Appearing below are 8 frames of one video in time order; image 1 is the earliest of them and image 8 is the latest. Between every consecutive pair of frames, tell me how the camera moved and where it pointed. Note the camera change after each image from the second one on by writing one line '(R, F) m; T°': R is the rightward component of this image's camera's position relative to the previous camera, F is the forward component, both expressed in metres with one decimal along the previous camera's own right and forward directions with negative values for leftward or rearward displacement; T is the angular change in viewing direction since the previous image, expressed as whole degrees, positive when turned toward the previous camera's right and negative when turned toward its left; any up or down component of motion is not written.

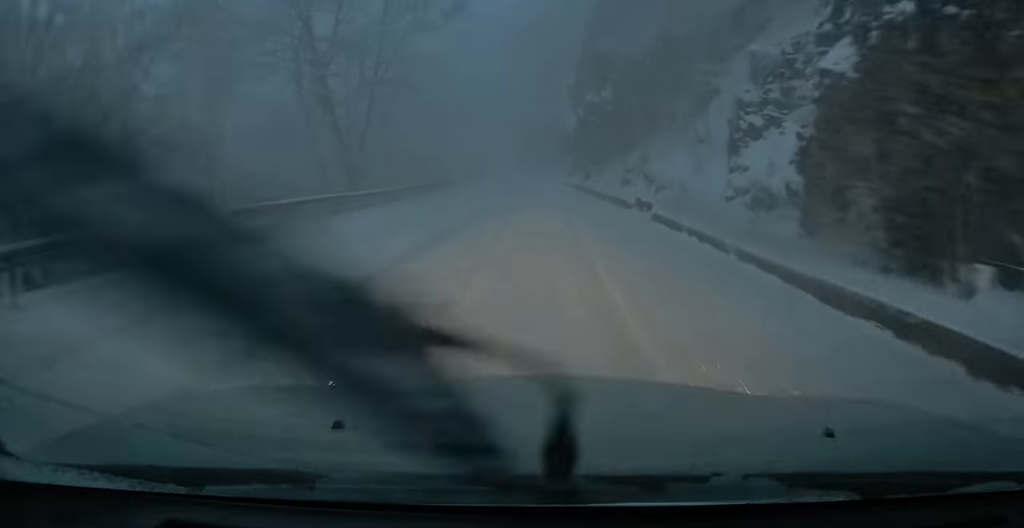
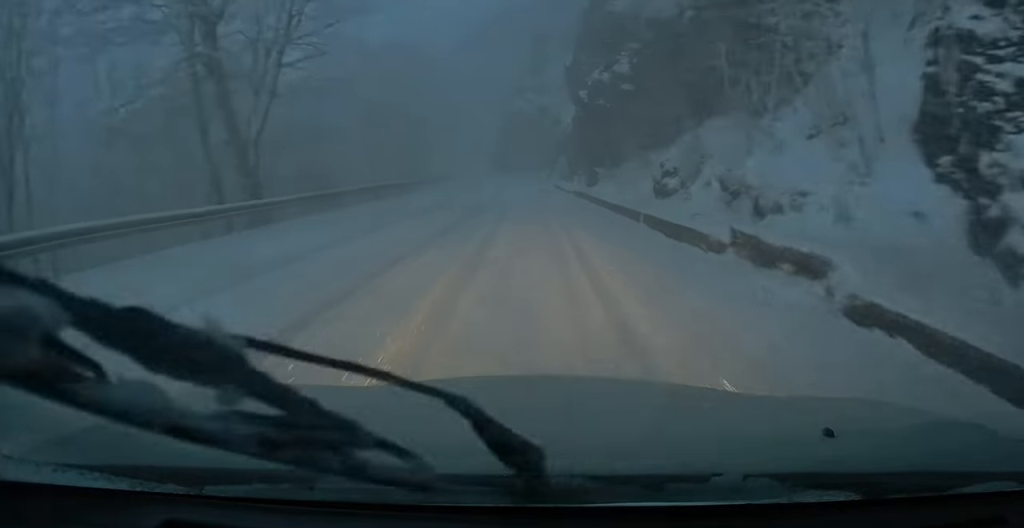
(+0.2, +10.6) m; 0°
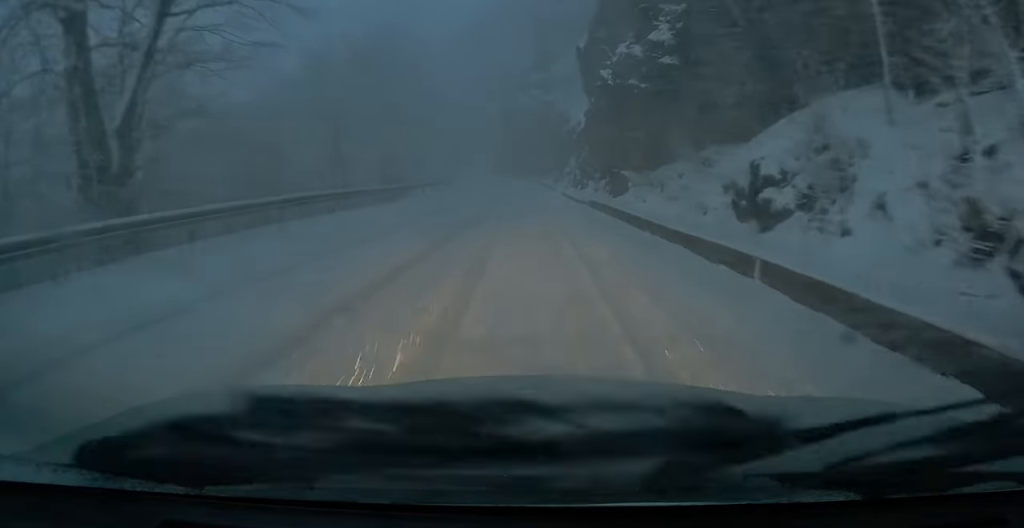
(-0.1, +7.7) m; +1°
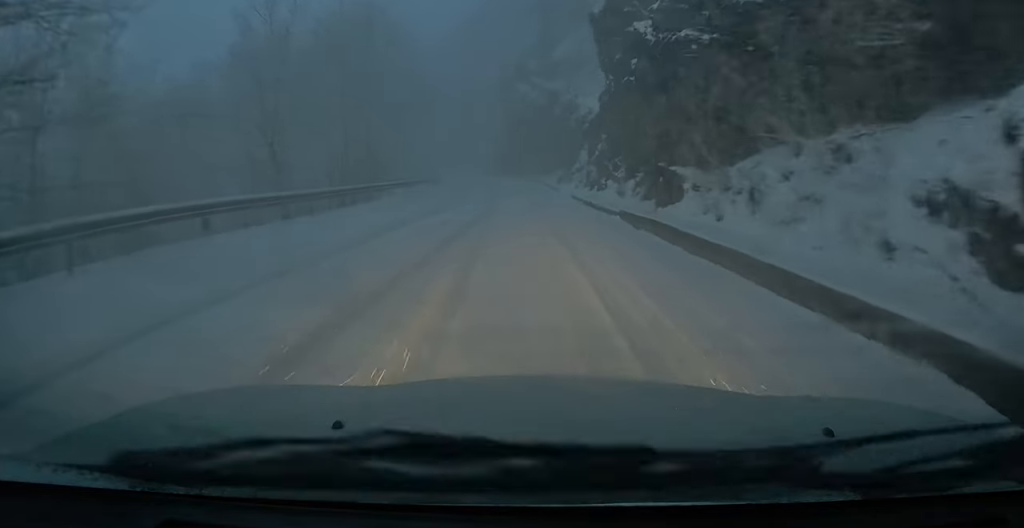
(+0.2, +7.4) m; -1°
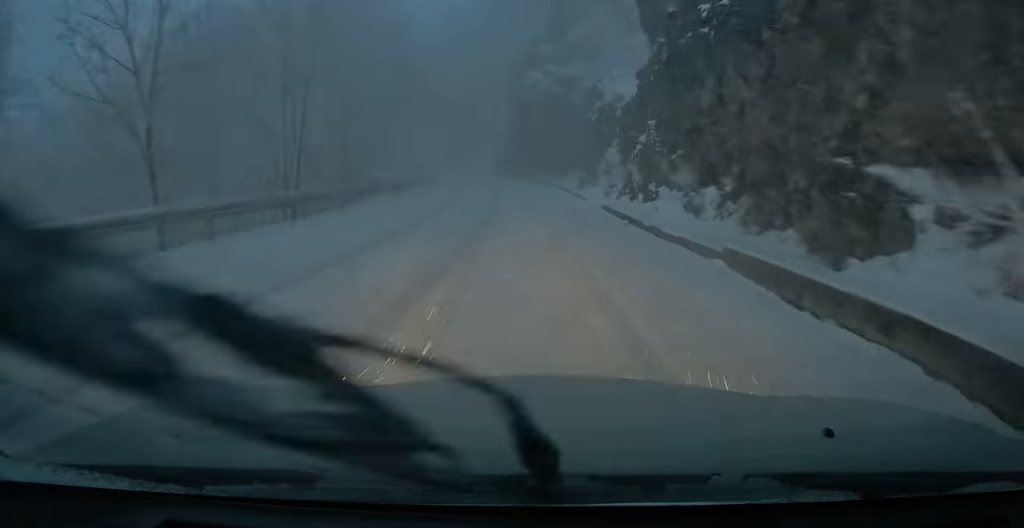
(-0.4, +8.1) m; -4°
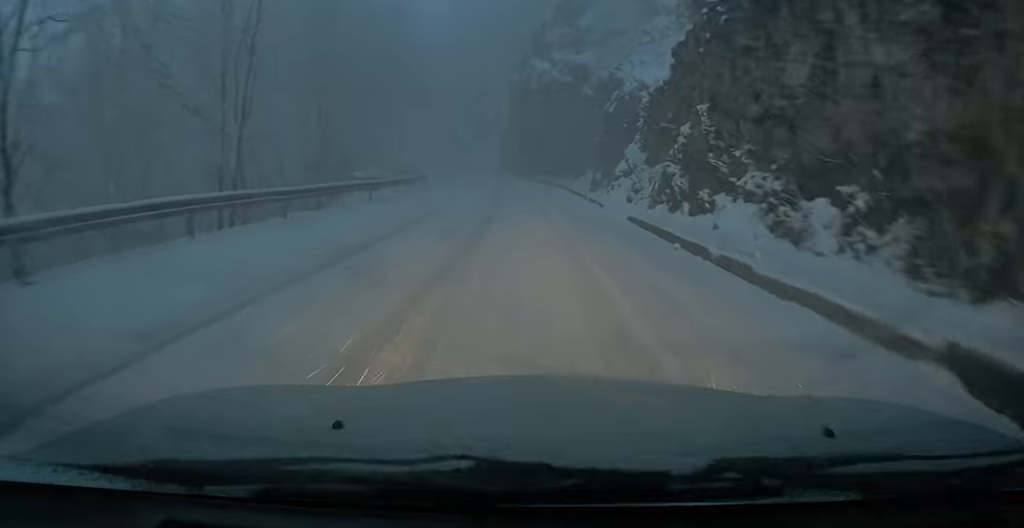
(0.0, +4.9) m; 0°
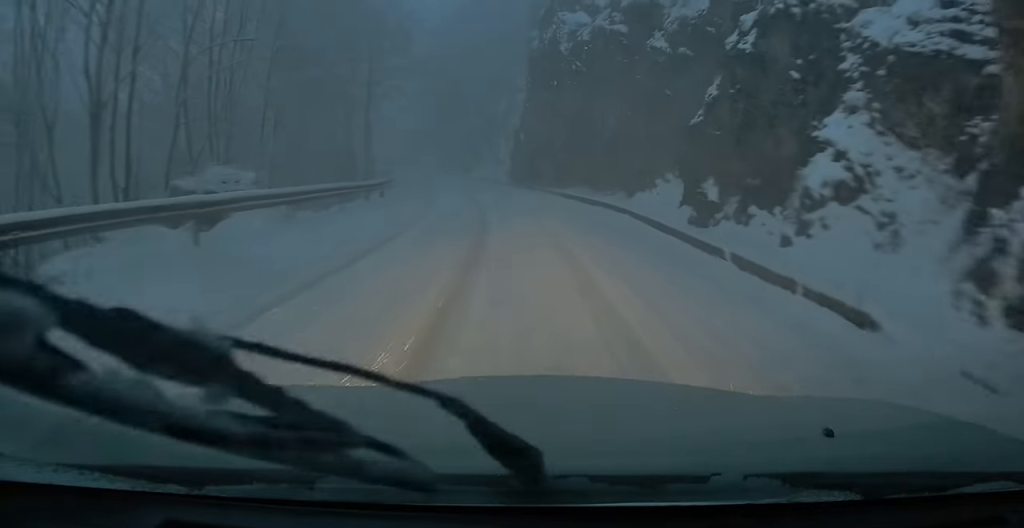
(-0.4, +16.1) m; -2°
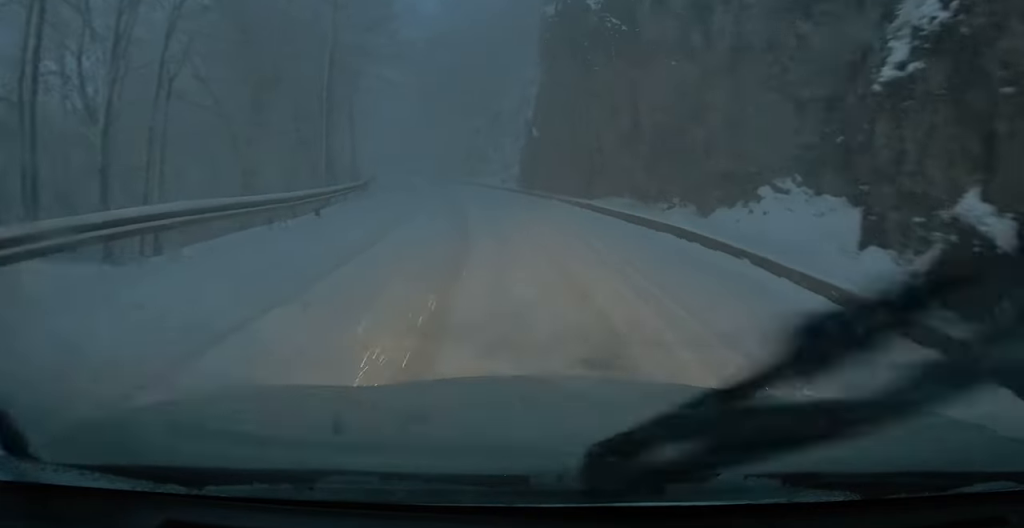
(+0.2, +8.4) m; -2°
